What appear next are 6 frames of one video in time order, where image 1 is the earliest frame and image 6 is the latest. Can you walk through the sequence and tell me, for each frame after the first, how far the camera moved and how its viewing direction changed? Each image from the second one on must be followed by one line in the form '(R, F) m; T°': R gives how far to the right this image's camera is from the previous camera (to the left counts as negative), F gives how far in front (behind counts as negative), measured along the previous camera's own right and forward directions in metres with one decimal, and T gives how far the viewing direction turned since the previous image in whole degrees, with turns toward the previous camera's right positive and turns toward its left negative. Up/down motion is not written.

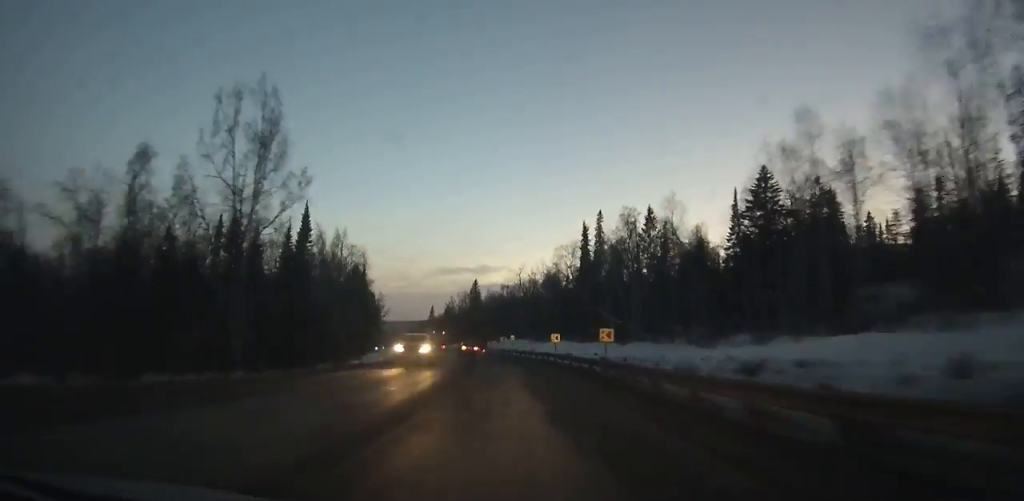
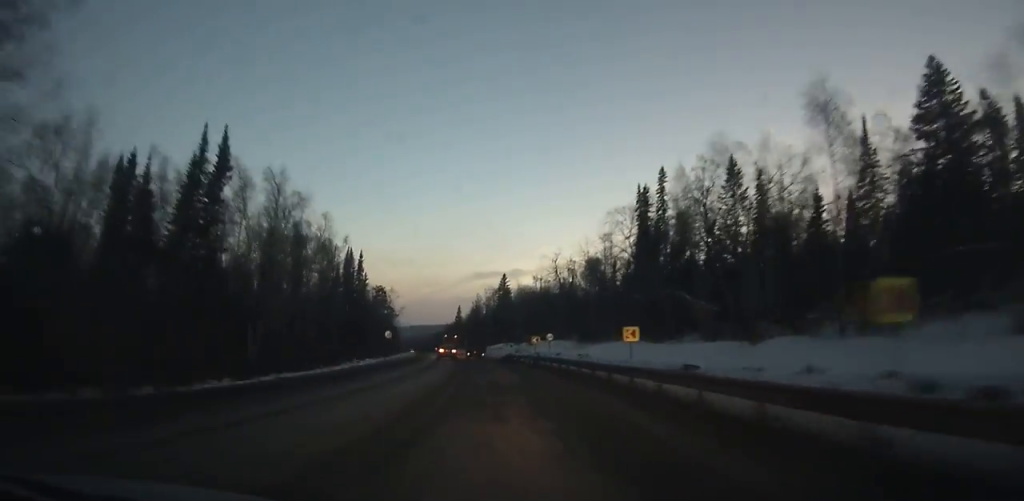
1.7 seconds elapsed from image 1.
(-1.0, +28.9) m; -3°
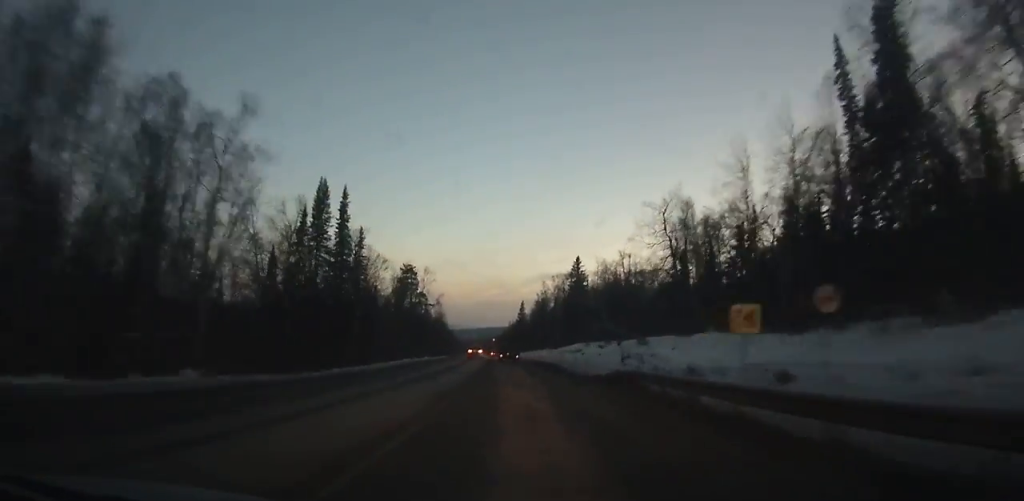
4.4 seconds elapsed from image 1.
(-2.3, +45.8) m; -4°
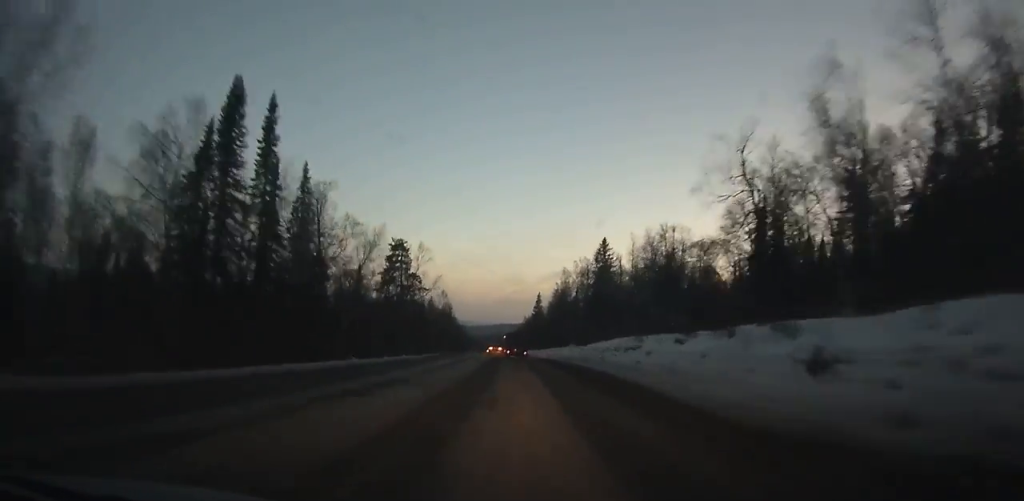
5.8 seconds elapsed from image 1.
(-0.6, +24.1) m; -1°
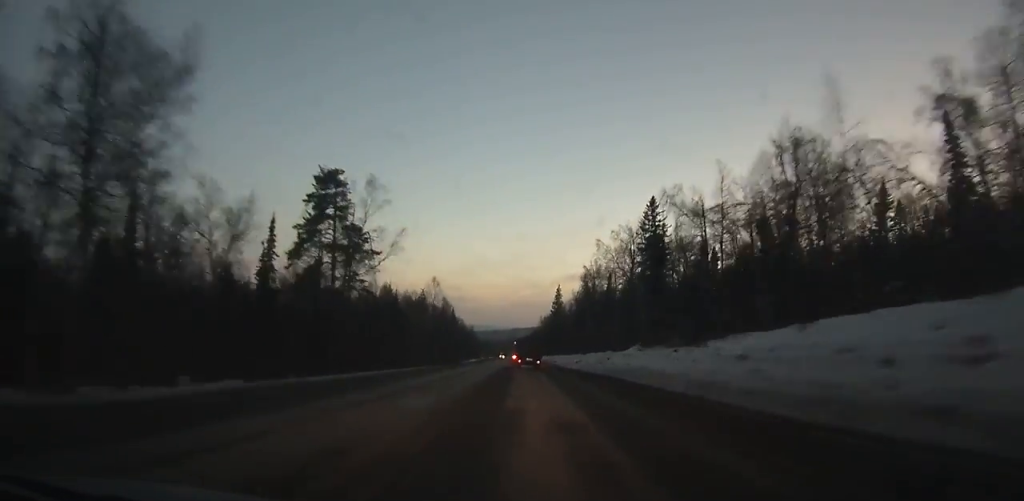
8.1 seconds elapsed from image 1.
(-0.5, +40.4) m; -1°
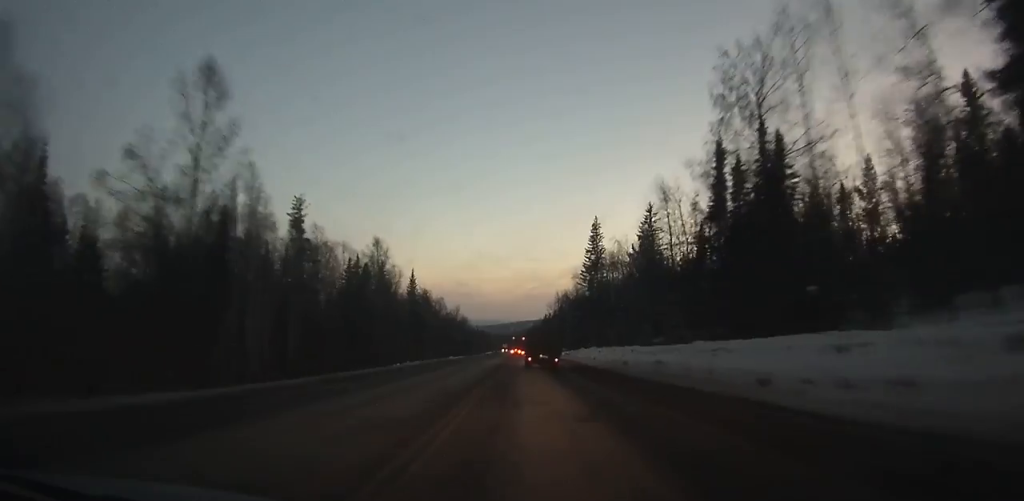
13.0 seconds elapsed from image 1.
(-0.9, +89.4) m; -1°
